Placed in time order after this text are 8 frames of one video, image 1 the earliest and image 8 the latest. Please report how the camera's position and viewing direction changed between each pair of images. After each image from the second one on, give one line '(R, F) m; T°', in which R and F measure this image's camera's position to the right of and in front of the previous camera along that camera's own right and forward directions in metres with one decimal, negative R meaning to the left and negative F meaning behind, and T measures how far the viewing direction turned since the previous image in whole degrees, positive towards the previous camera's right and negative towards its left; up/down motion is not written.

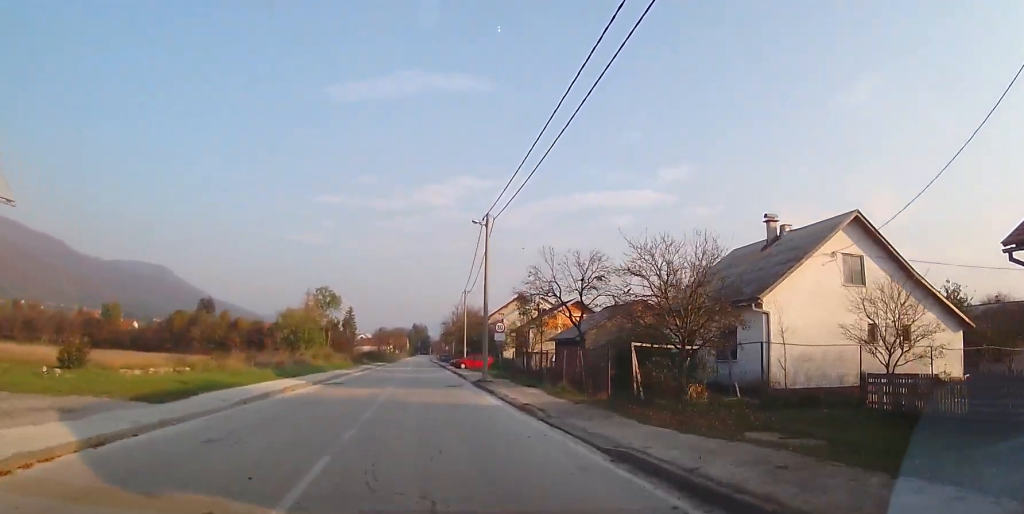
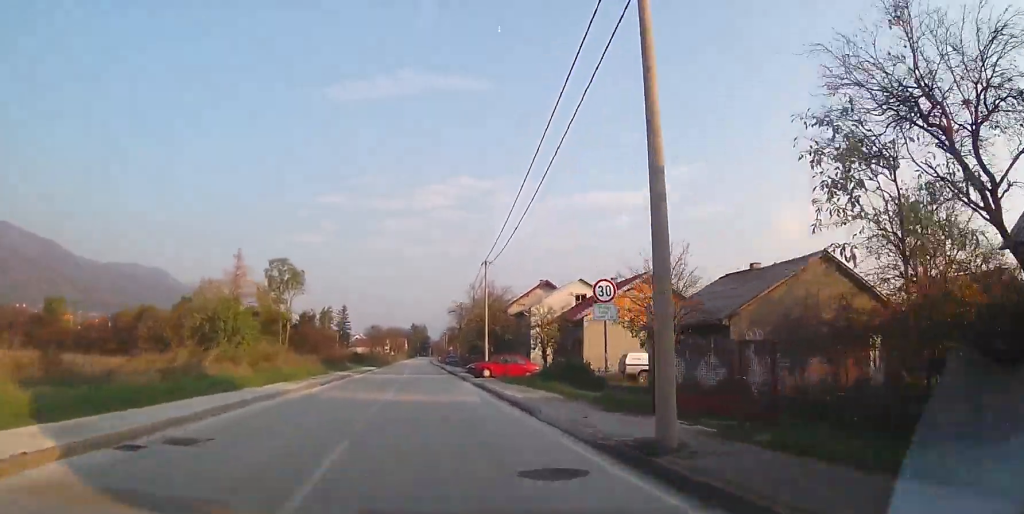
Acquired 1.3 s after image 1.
(0.0, +20.0) m; 0°
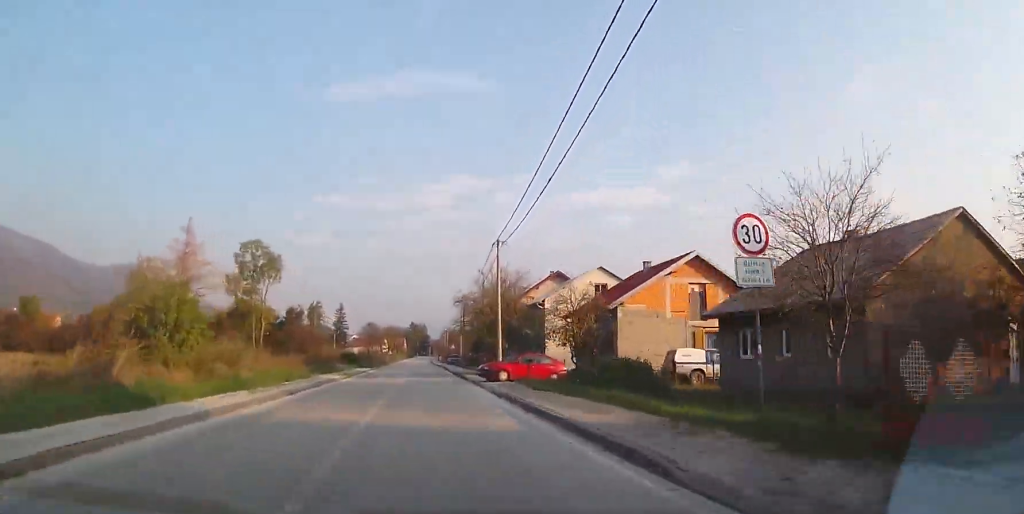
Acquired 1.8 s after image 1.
(-0.1, +7.1) m; 0°
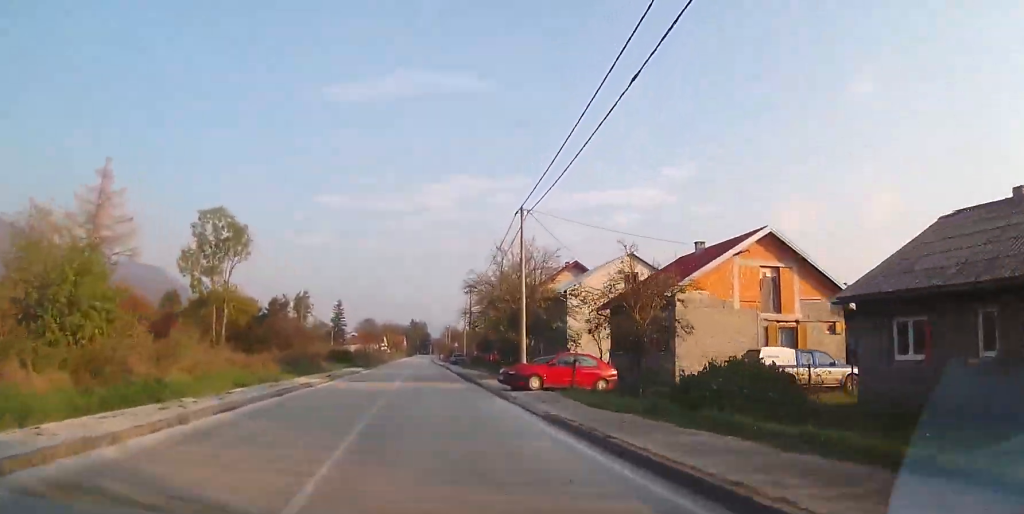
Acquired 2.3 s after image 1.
(+0.1, +7.6) m; -1°
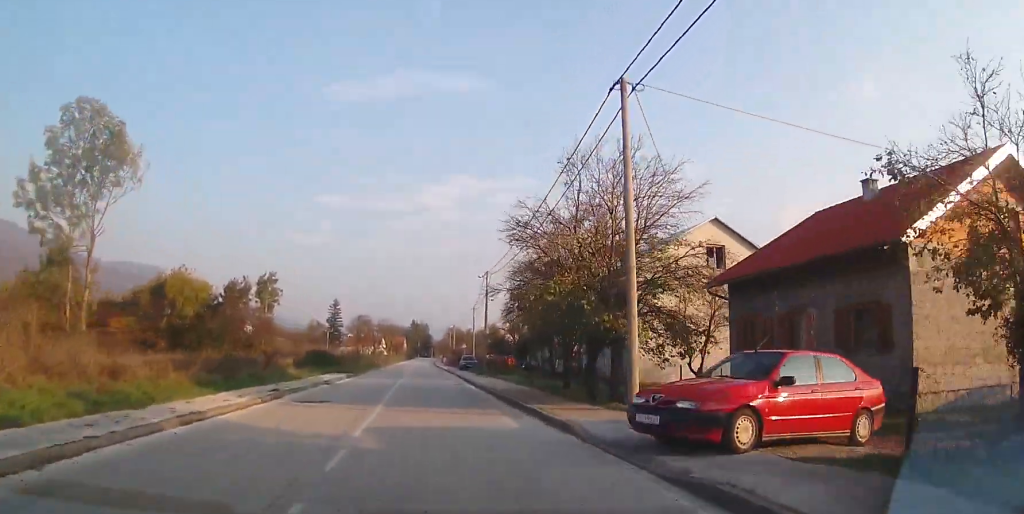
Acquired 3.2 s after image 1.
(-0.1, +13.5) m; -1°
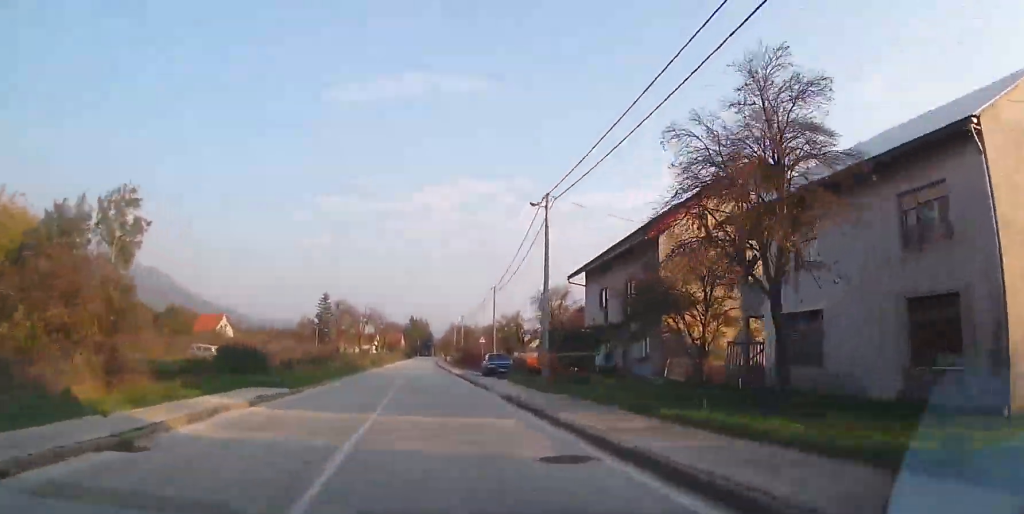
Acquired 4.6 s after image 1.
(+0.1, +21.9) m; +1°
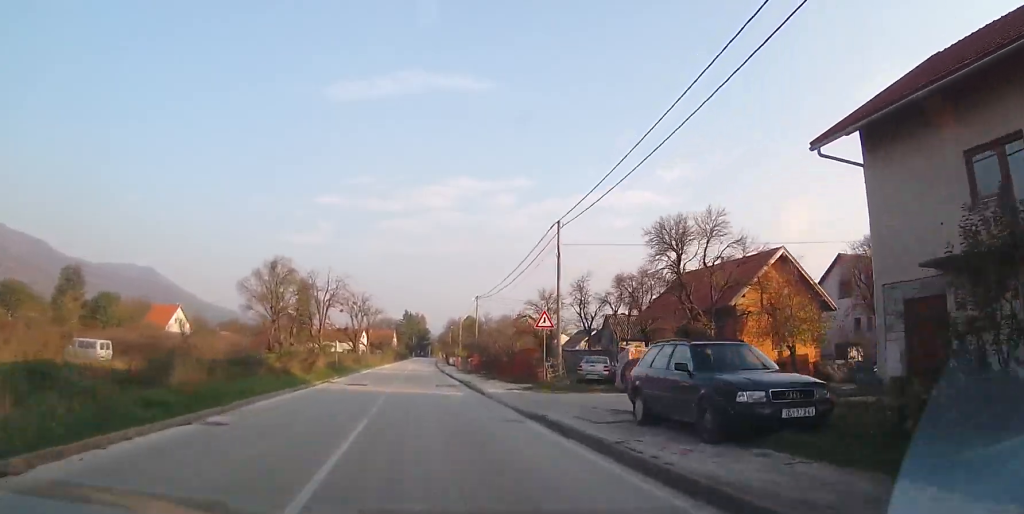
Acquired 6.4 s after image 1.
(-0.2, +27.4) m; -1°
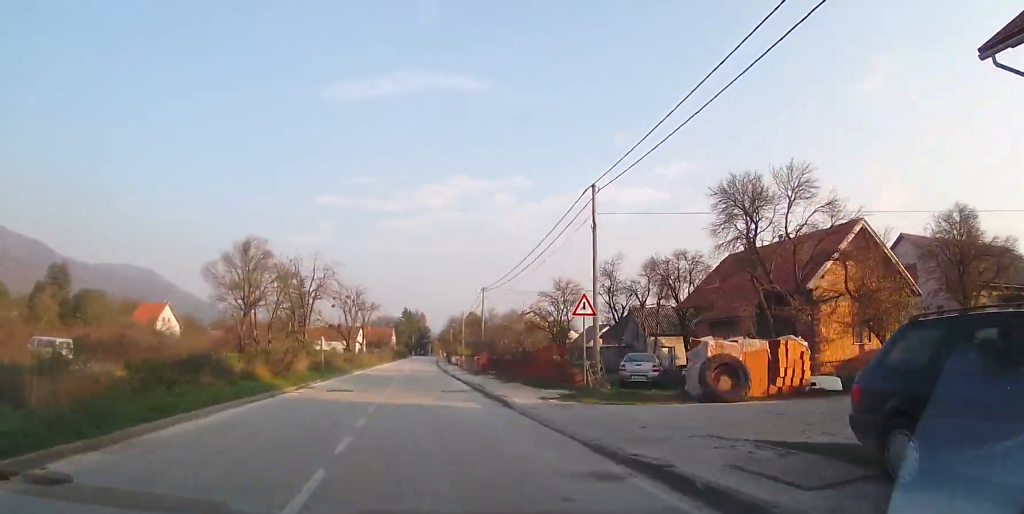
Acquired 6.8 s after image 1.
(0.0, +6.1) m; 0°
